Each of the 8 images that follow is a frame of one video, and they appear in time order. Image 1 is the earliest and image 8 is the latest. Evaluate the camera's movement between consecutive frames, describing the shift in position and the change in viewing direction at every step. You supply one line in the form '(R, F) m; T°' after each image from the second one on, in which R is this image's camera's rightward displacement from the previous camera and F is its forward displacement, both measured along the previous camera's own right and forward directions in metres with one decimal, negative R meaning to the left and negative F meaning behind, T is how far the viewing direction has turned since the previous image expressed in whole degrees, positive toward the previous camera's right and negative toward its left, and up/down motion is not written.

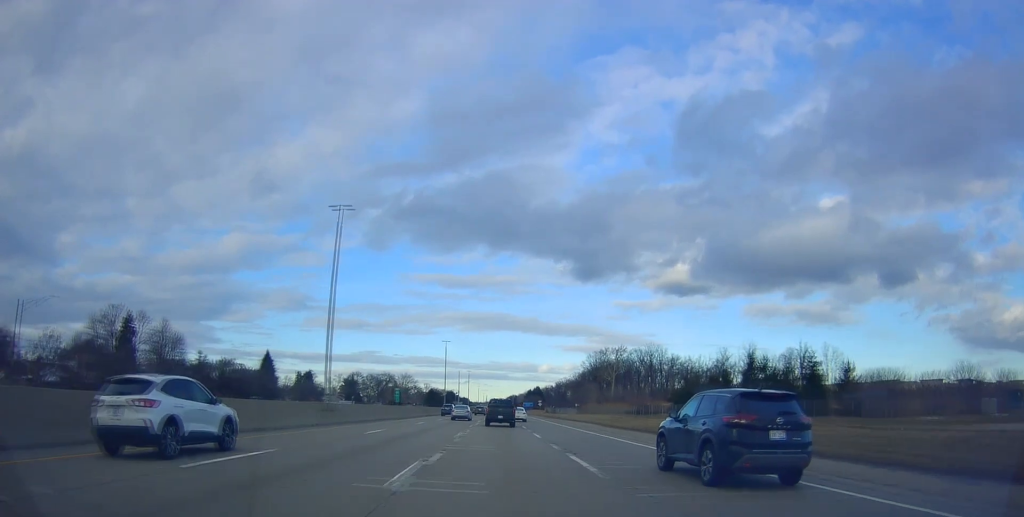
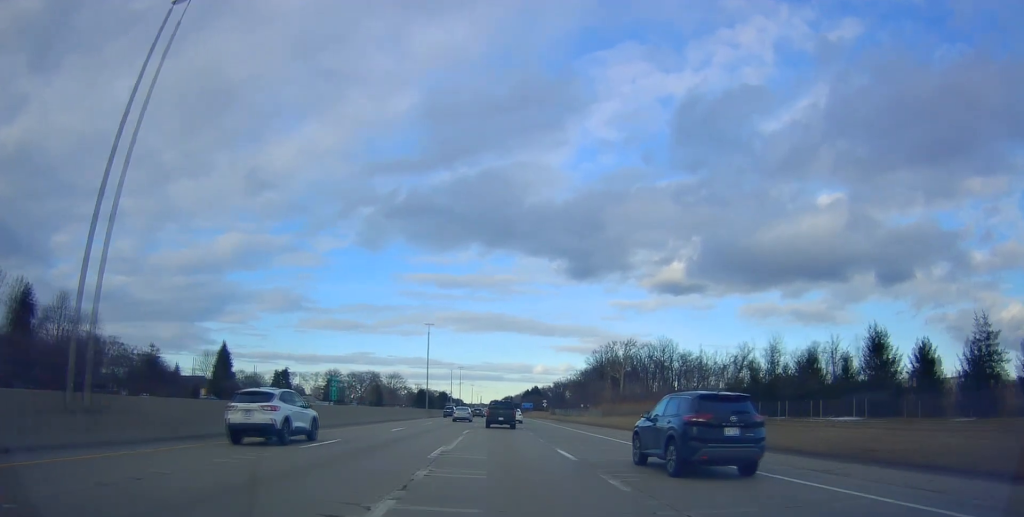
(+0.6, +25.9) m; +1°
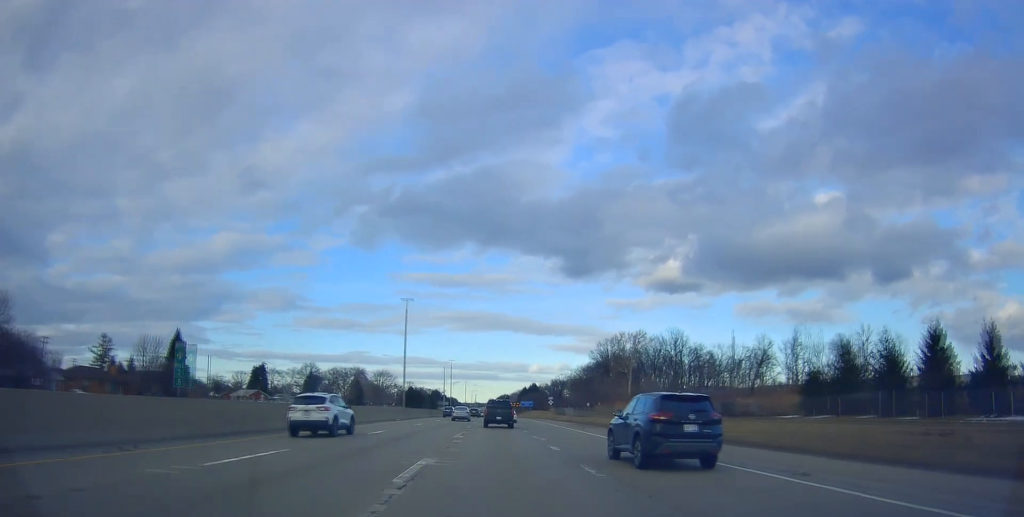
(+0.1, +21.0) m; 0°
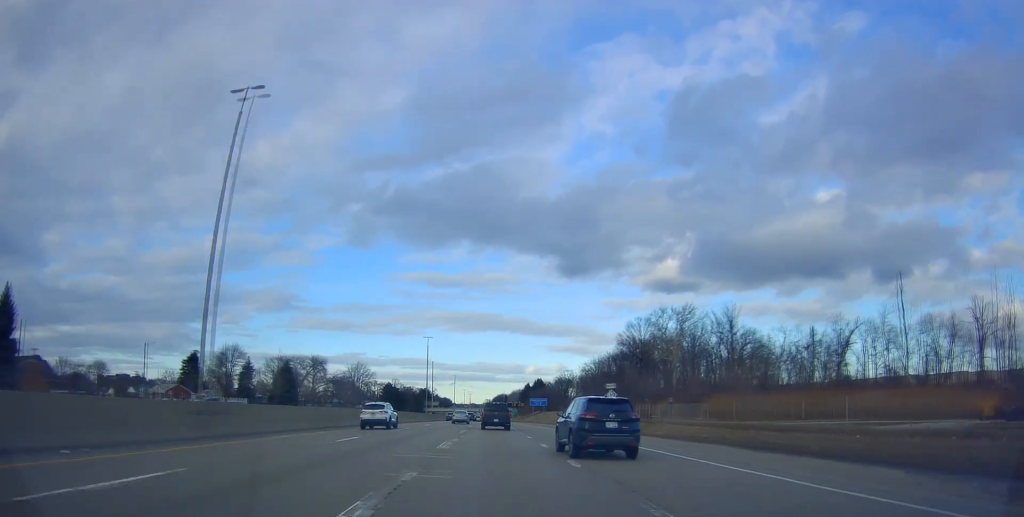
(+0.2, +53.2) m; +2°
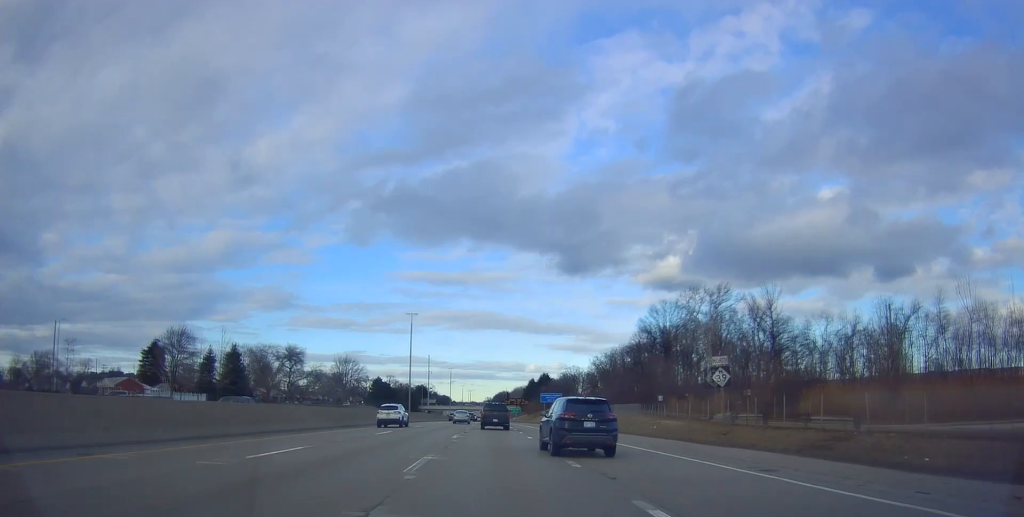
(+0.1, +23.7) m; -1°
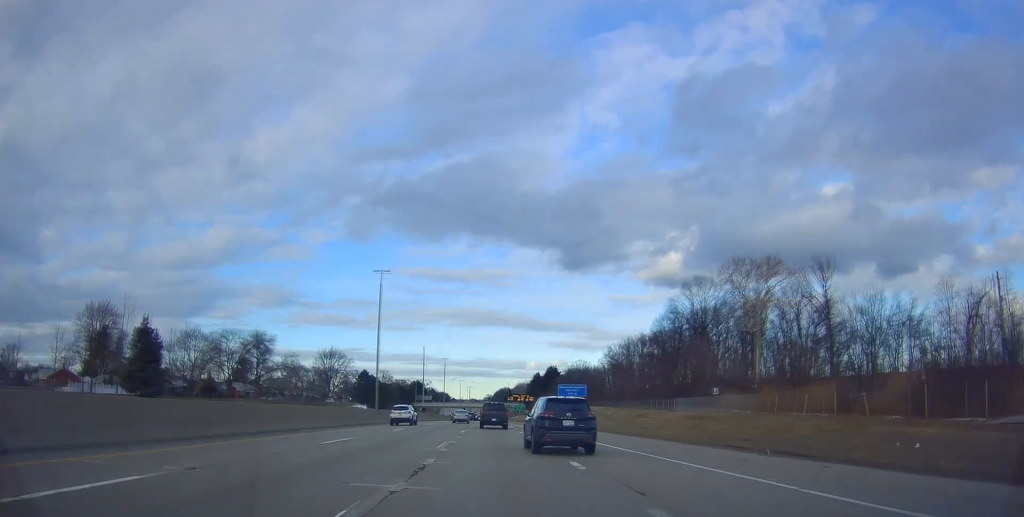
(-0.4, +24.5) m; -2°
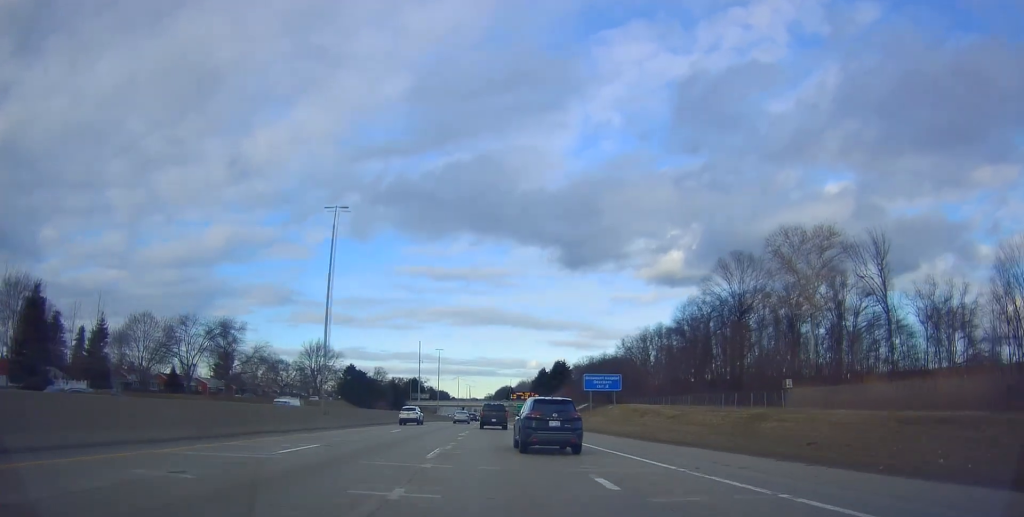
(-0.2, +19.1) m; -1°
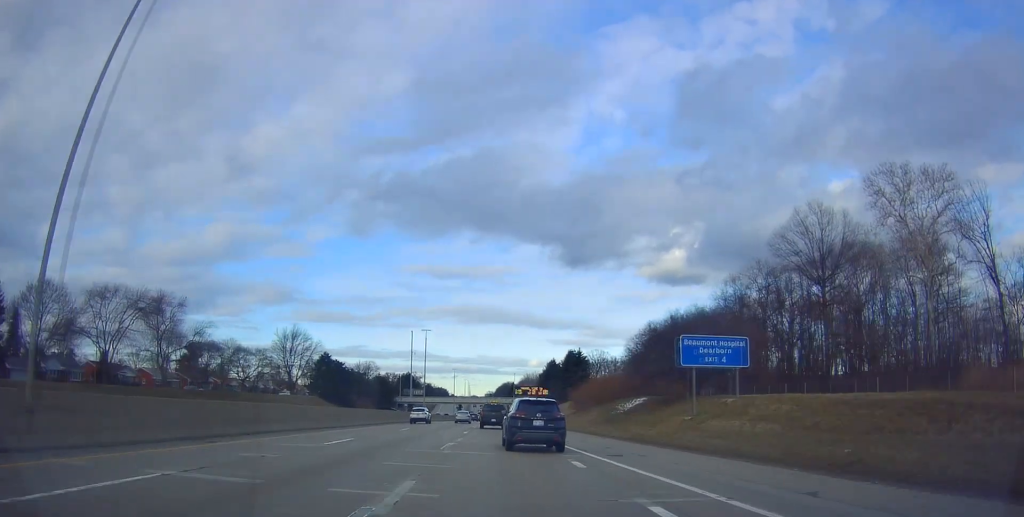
(-0.2, +27.7) m; 0°
